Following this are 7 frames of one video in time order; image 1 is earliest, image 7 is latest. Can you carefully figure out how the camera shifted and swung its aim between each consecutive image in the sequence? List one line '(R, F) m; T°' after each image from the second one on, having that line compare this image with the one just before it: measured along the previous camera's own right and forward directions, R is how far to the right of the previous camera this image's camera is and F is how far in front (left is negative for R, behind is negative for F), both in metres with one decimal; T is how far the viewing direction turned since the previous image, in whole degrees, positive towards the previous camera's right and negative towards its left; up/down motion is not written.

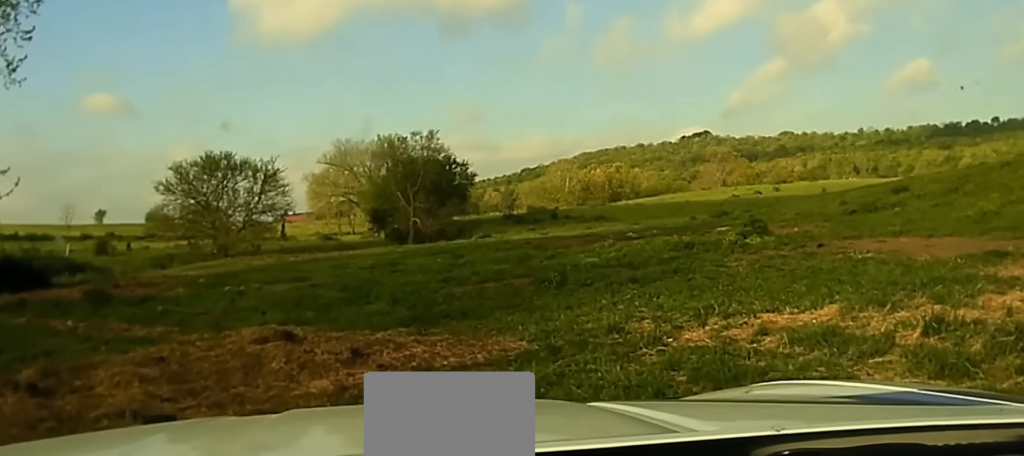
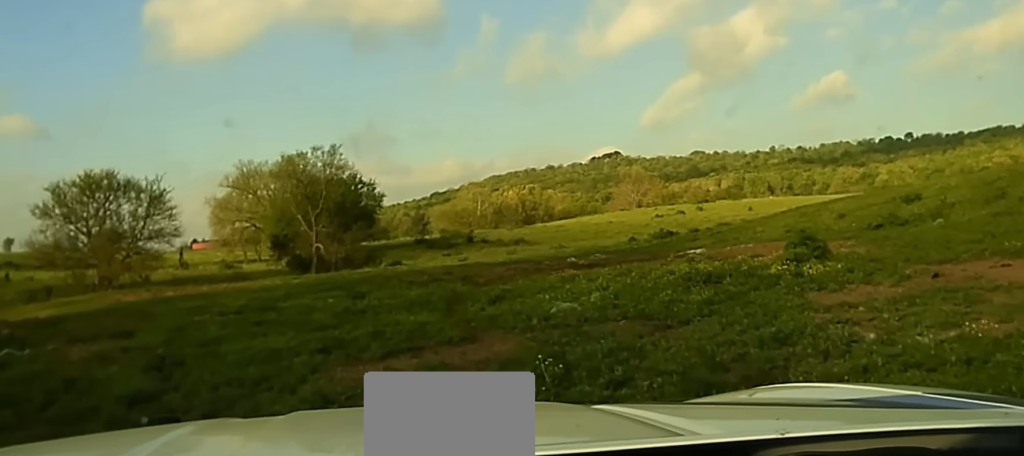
(+1.0, +8.0) m; +5°
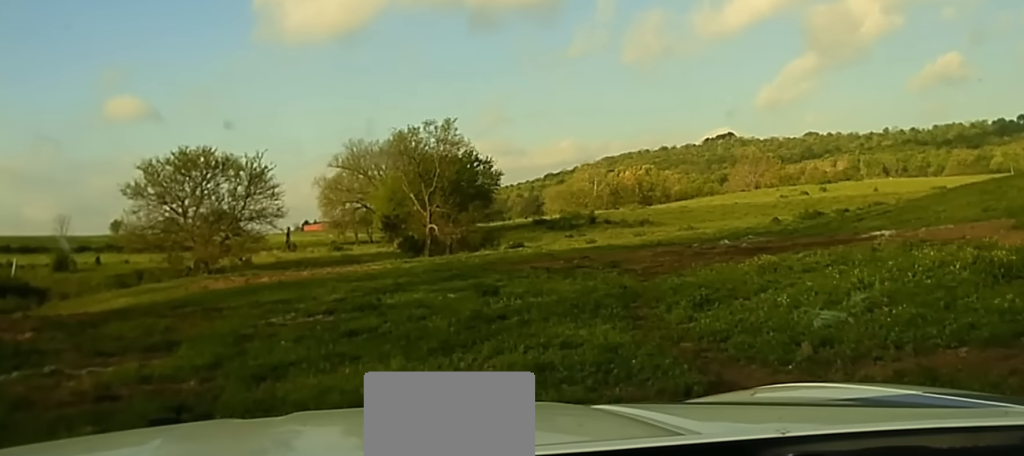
(-0.4, +5.4) m; -7°
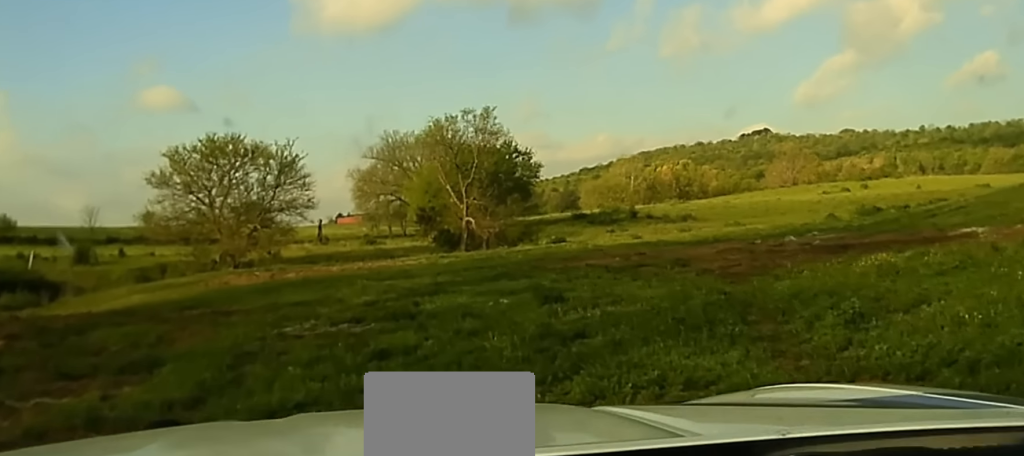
(-0.1, +3.0) m; -2°
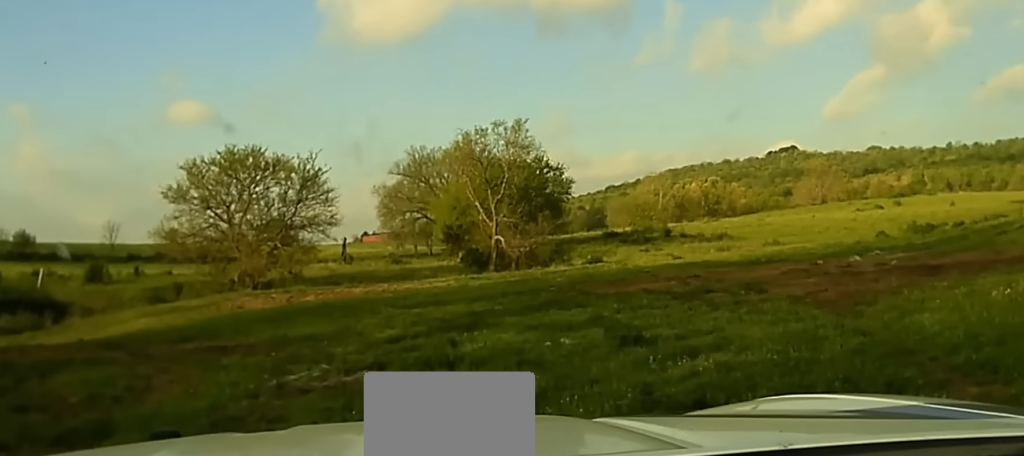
(-0.1, +3.0) m; -1°
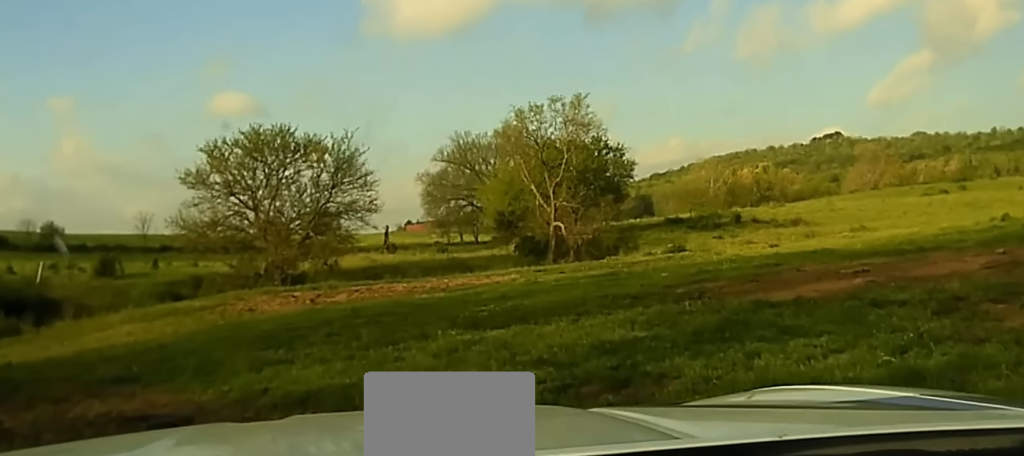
(+0.1, +6.2) m; -1°
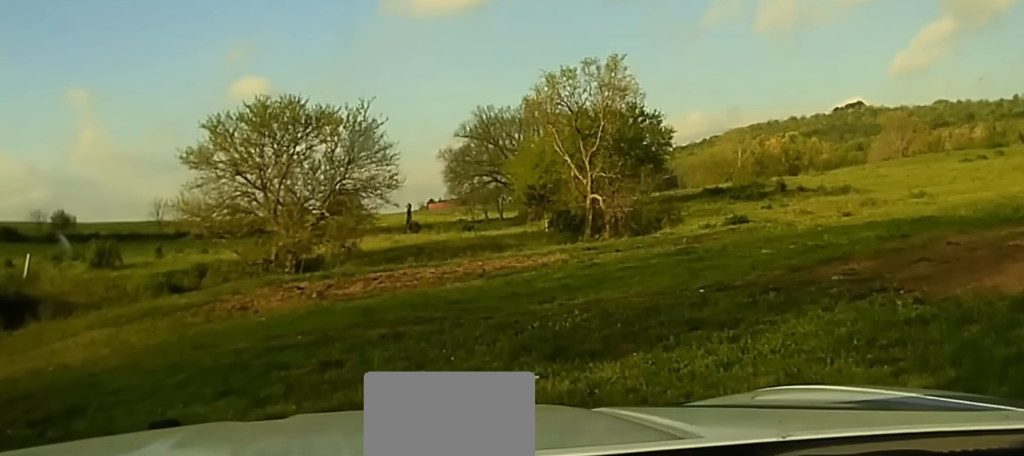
(-0.2, +4.2) m; -3°
